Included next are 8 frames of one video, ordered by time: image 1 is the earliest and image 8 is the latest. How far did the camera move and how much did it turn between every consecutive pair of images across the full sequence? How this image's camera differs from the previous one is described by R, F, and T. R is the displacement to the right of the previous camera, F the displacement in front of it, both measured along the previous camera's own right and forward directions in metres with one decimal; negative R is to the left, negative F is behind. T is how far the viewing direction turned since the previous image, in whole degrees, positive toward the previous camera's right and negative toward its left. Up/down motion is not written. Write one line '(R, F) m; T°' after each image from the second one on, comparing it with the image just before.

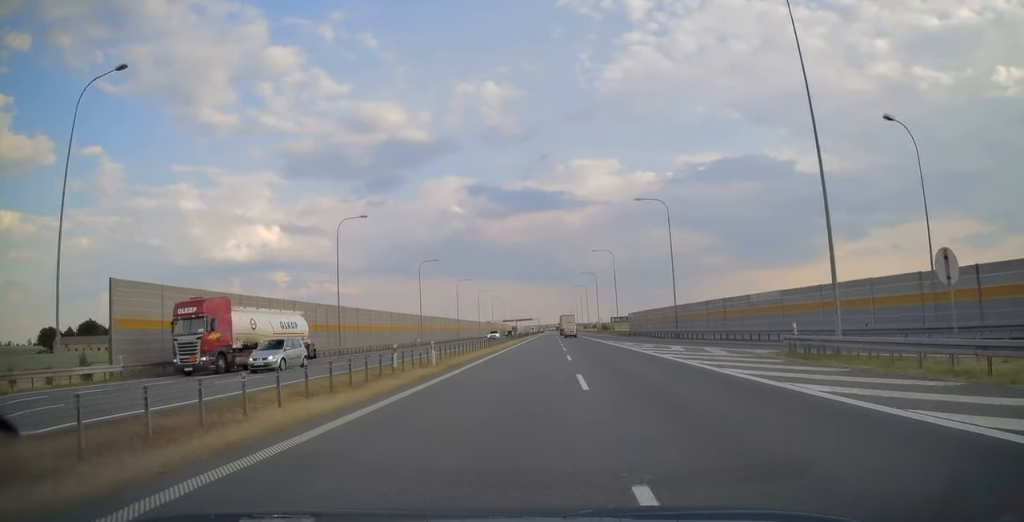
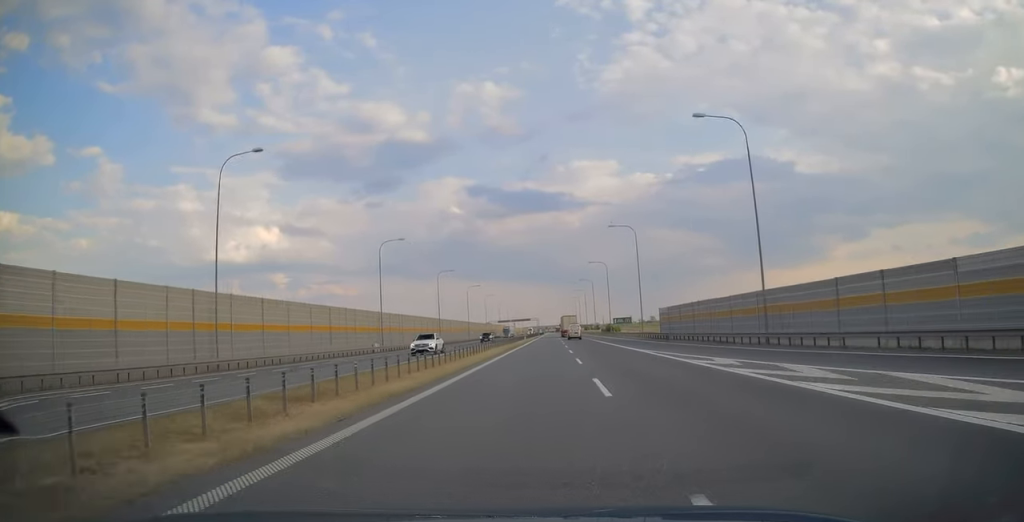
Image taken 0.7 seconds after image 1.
(0.0, +24.7) m; 0°
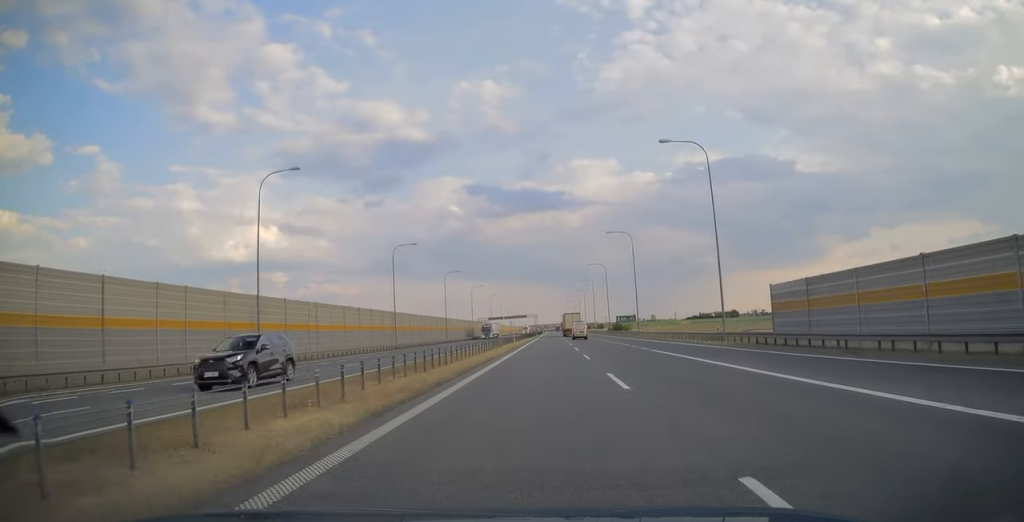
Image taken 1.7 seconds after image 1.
(+0.1, +34.3) m; 0°
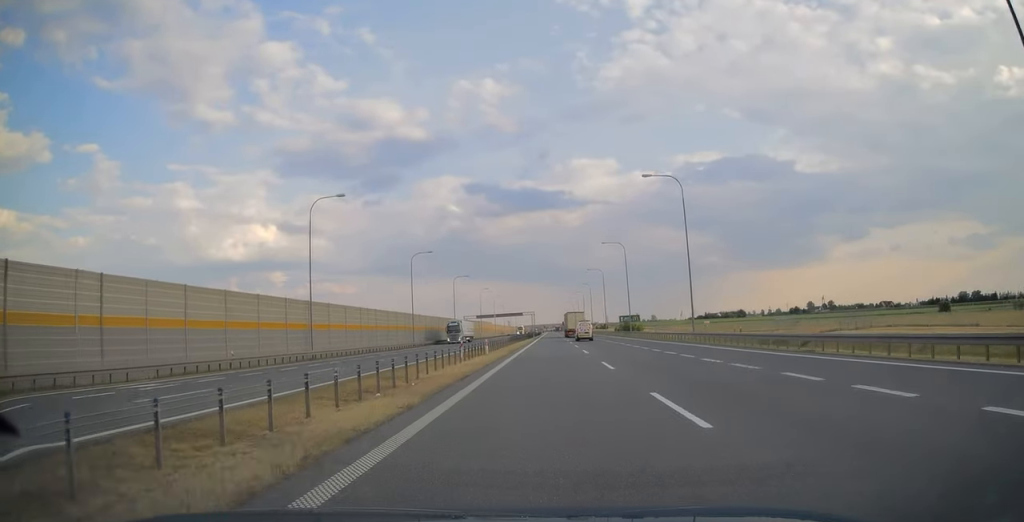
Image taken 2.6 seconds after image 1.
(0.0, +30.2) m; 0°
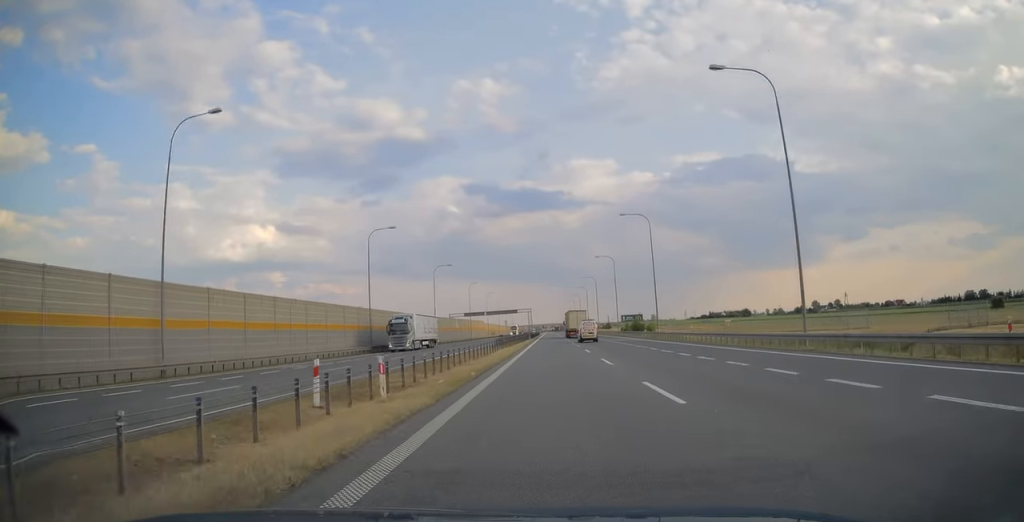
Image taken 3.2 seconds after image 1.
(0.0, +22.3) m; 0°
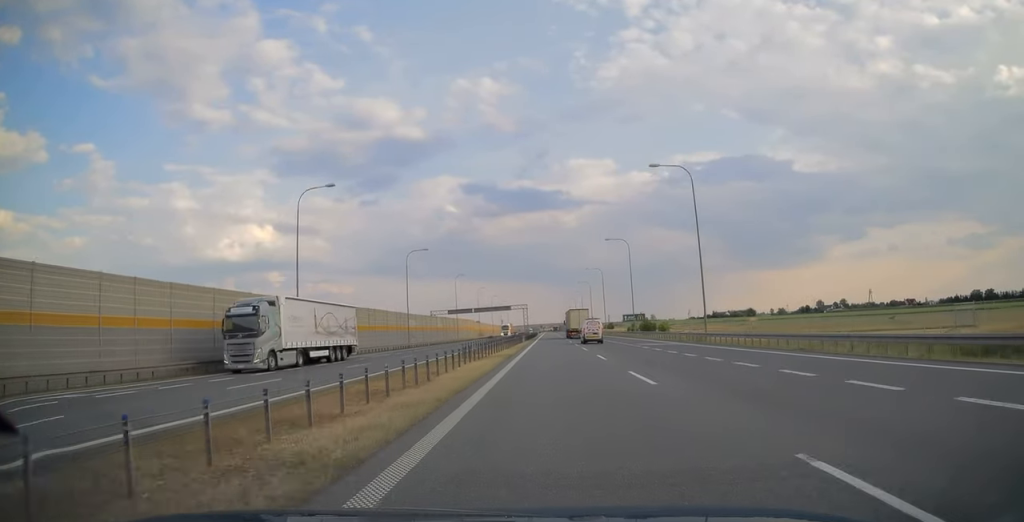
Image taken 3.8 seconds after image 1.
(0.0, +20.7) m; 0°
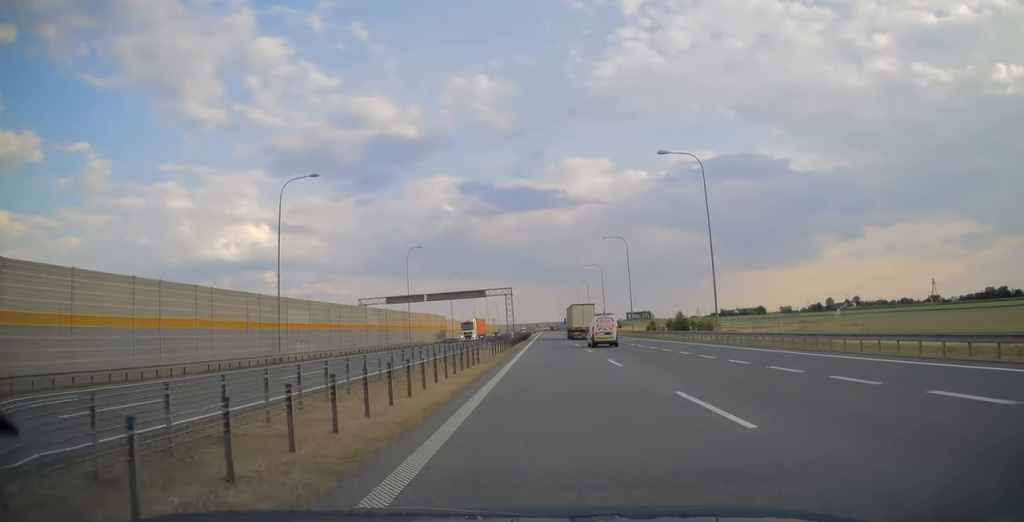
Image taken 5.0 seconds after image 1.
(+0.2, +43.3) m; 0°
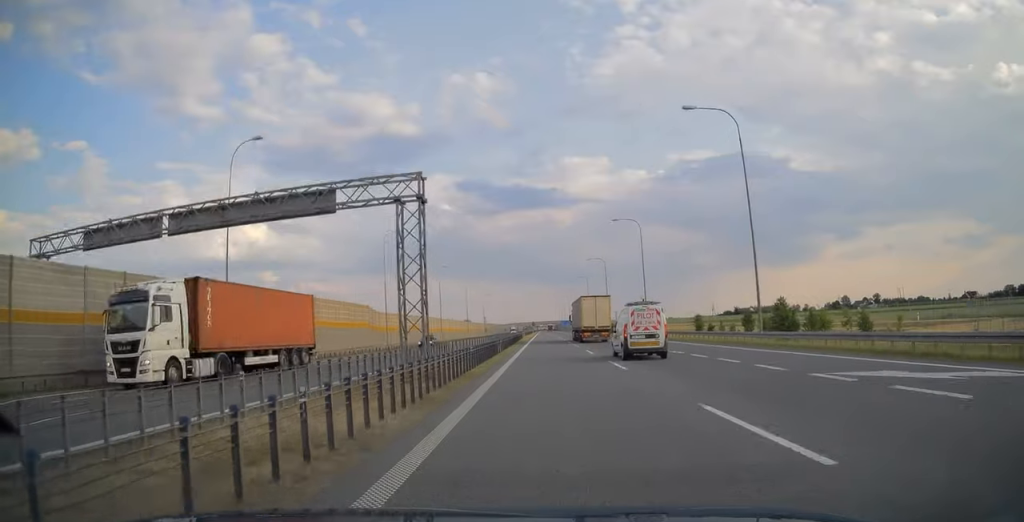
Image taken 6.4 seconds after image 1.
(0.0, +51.1) m; 0°
